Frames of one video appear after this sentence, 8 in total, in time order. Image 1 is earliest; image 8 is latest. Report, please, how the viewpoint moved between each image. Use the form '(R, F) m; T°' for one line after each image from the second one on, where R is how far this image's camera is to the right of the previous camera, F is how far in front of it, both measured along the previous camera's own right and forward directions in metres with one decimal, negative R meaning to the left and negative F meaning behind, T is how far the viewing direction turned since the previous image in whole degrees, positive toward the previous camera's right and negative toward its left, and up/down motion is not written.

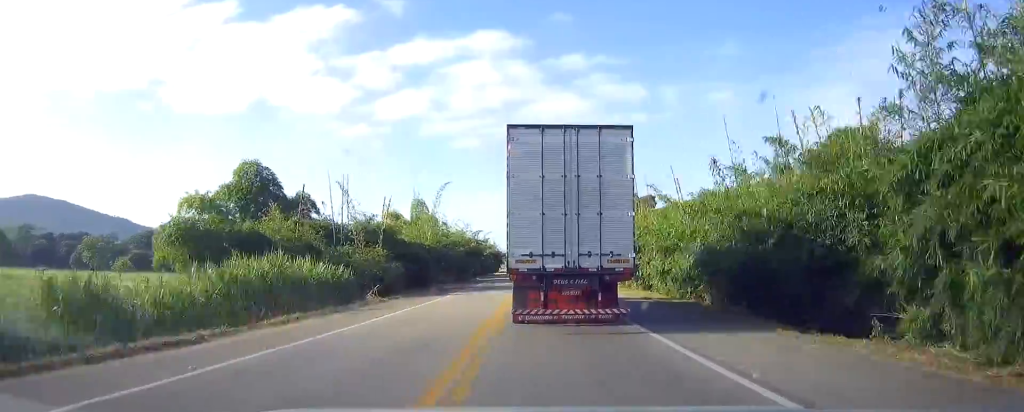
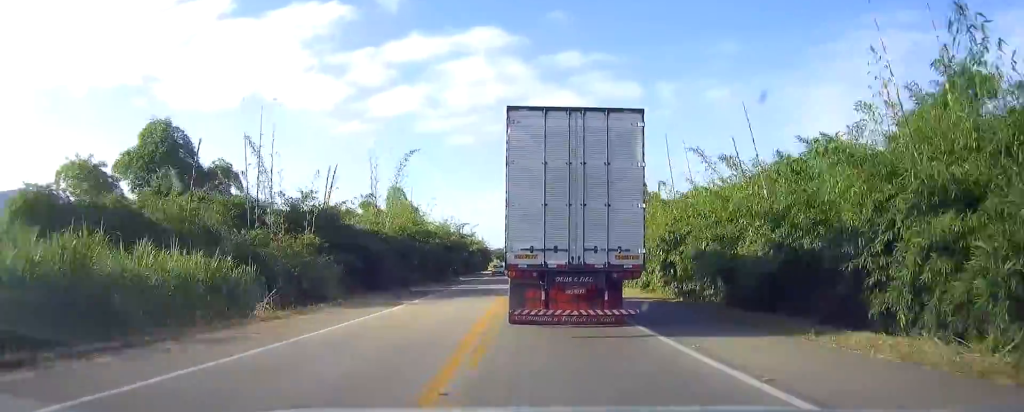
(0.0, +13.0) m; 0°
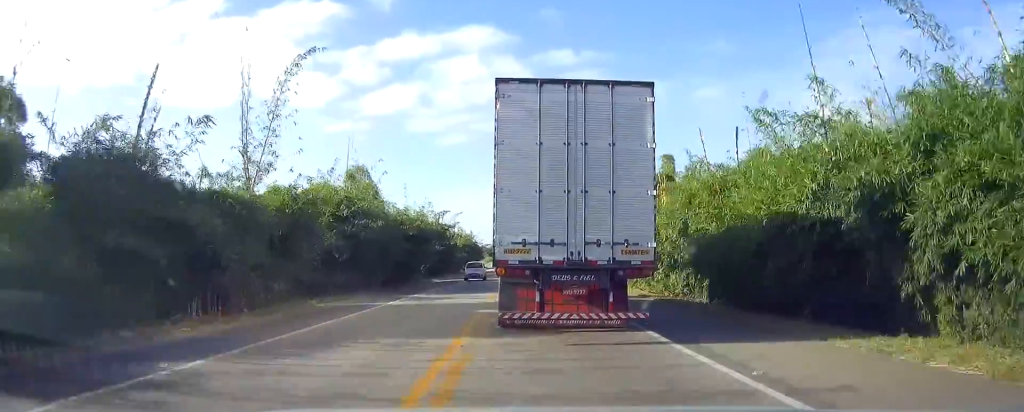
(0.0, +19.1) m; 0°
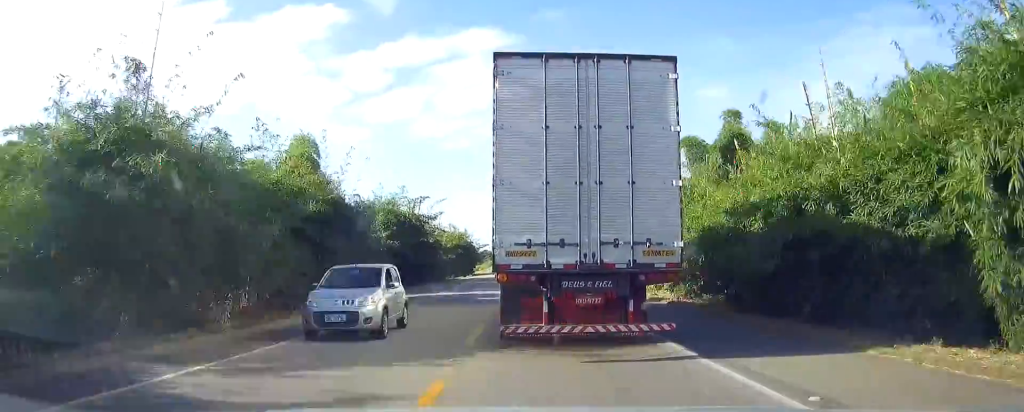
(-0.1, +21.5) m; 0°
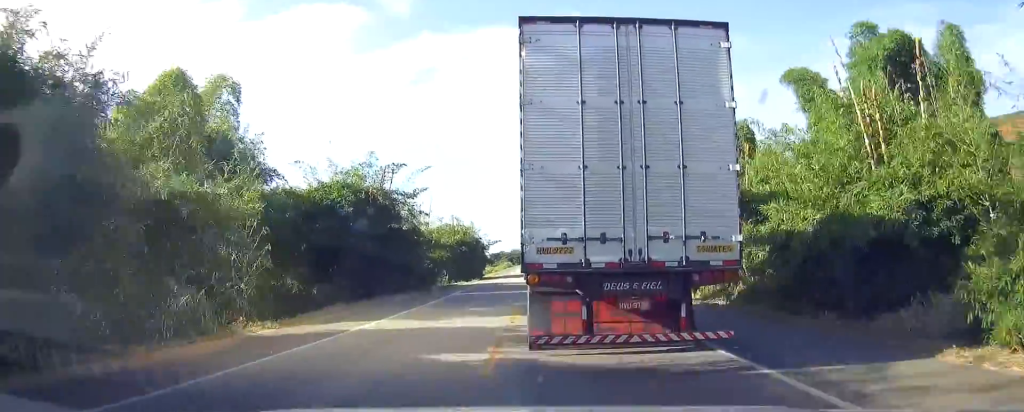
(0.0, +19.6) m; 0°
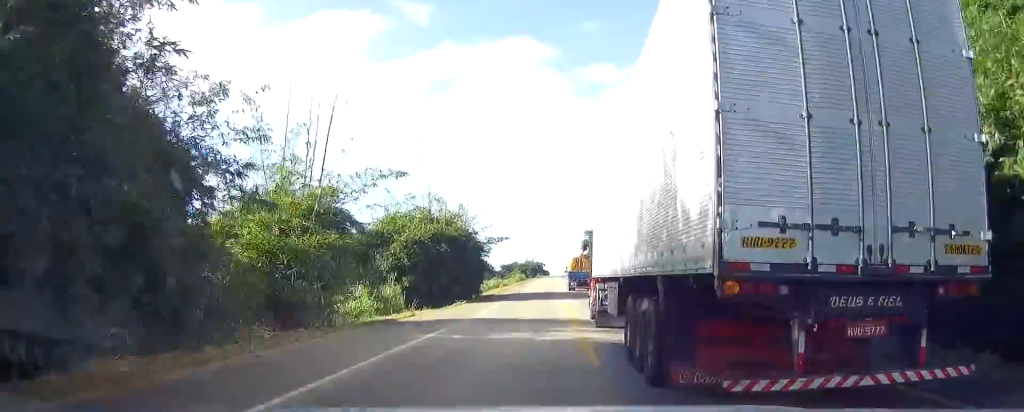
(-0.3, +31.3) m; -1°
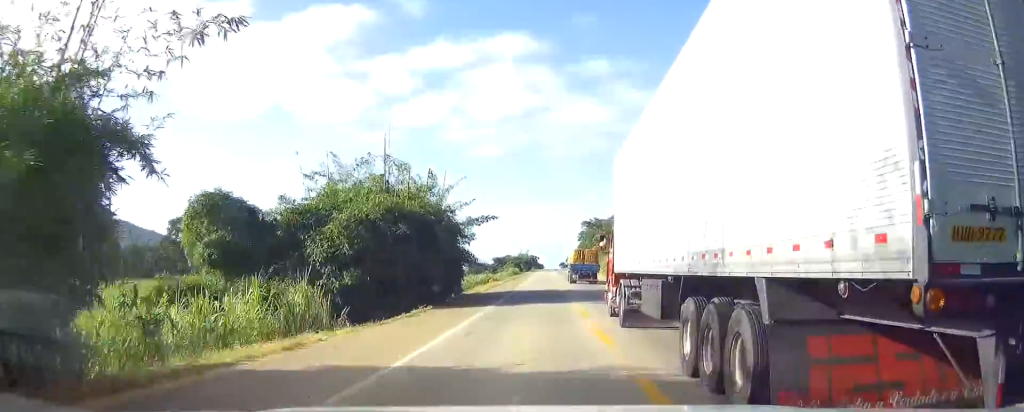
(-0.1, +13.0) m; 0°
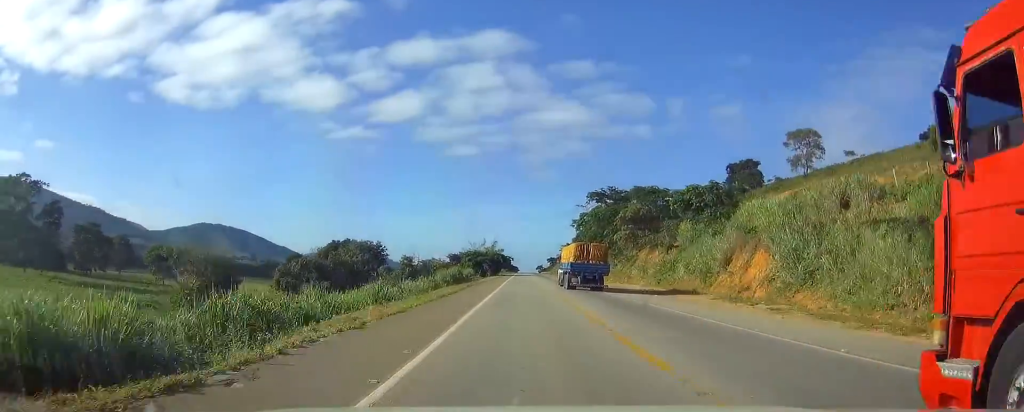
(+1.1, +81.0) m; +2°
